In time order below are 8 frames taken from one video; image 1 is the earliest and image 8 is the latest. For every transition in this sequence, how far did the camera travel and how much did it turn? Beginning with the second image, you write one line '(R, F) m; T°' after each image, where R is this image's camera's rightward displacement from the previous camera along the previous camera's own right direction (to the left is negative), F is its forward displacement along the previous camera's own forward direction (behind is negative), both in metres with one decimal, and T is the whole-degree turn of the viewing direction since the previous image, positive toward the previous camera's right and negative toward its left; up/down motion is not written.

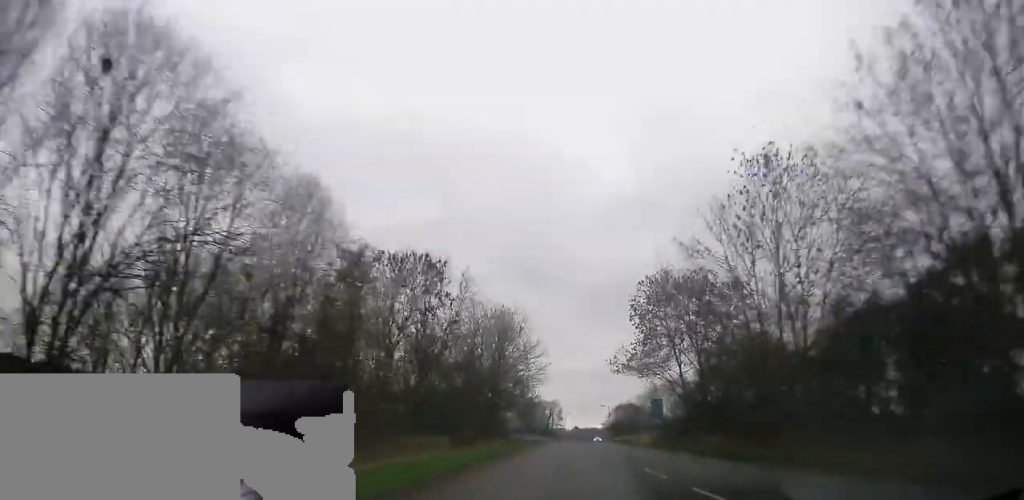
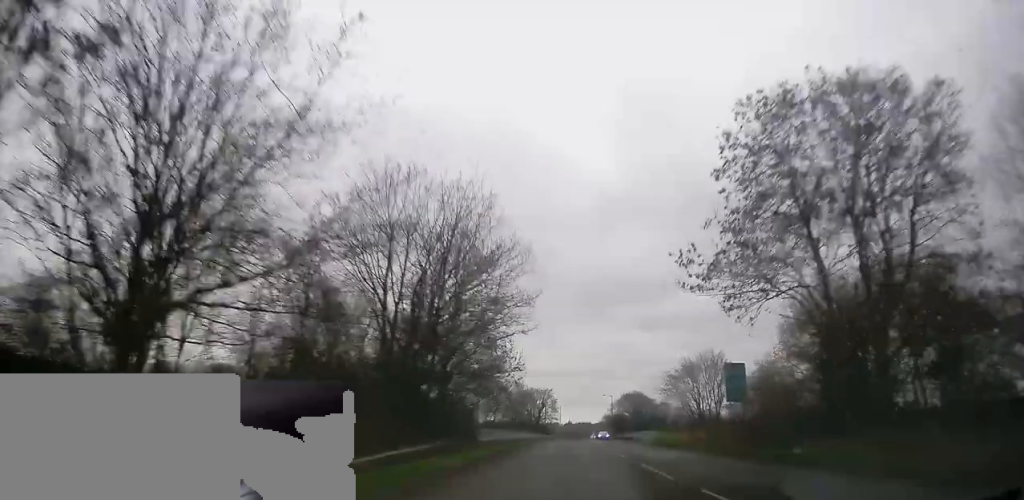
(+0.6, +26.0) m; +2°
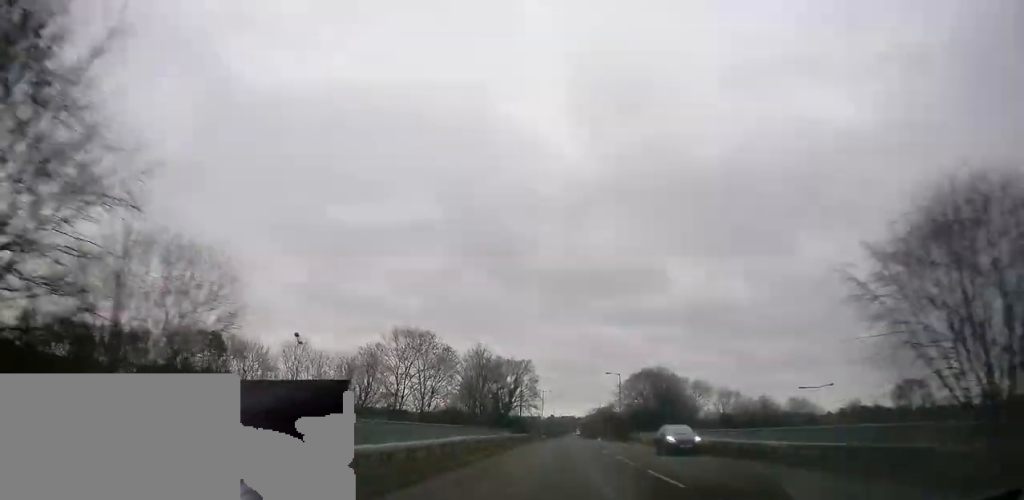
(+0.6, +44.3) m; +2°
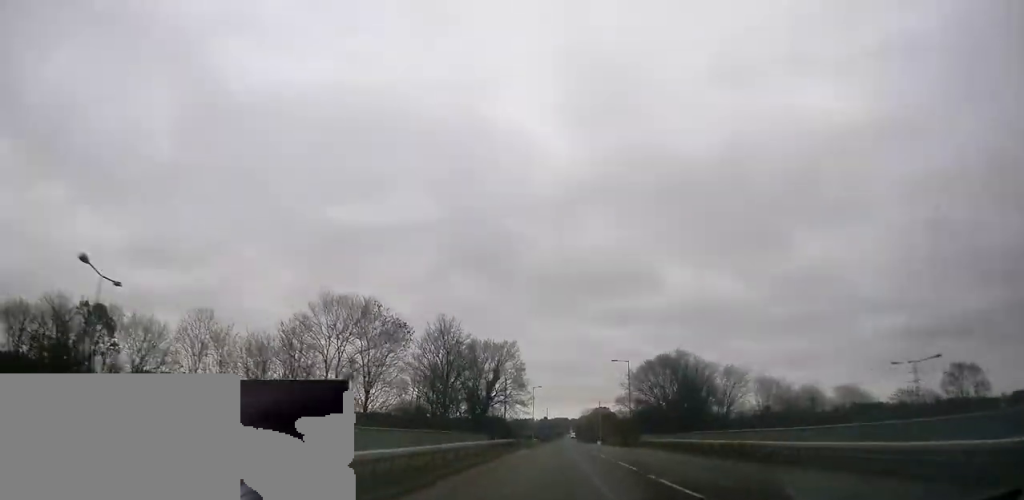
(+0.2, +18.8) m; +1°
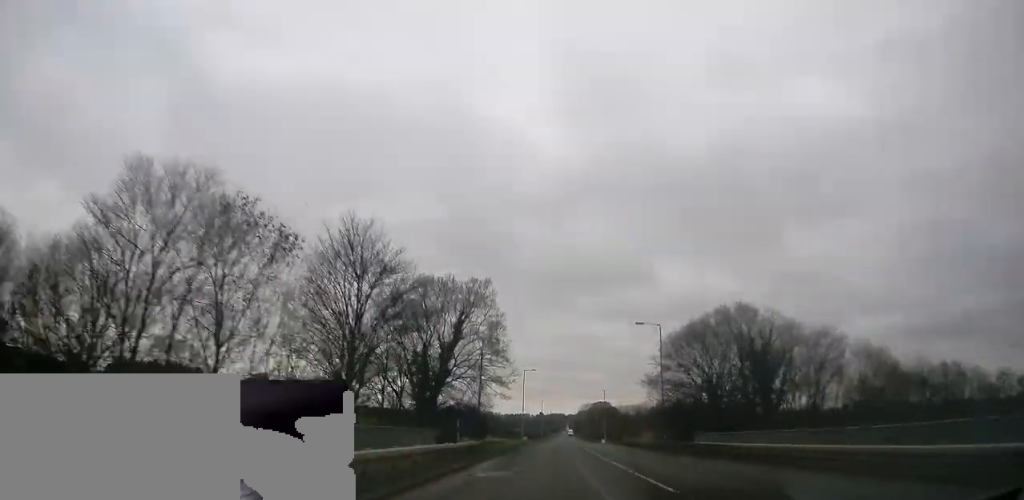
(0.0, +23.8) m; 0°
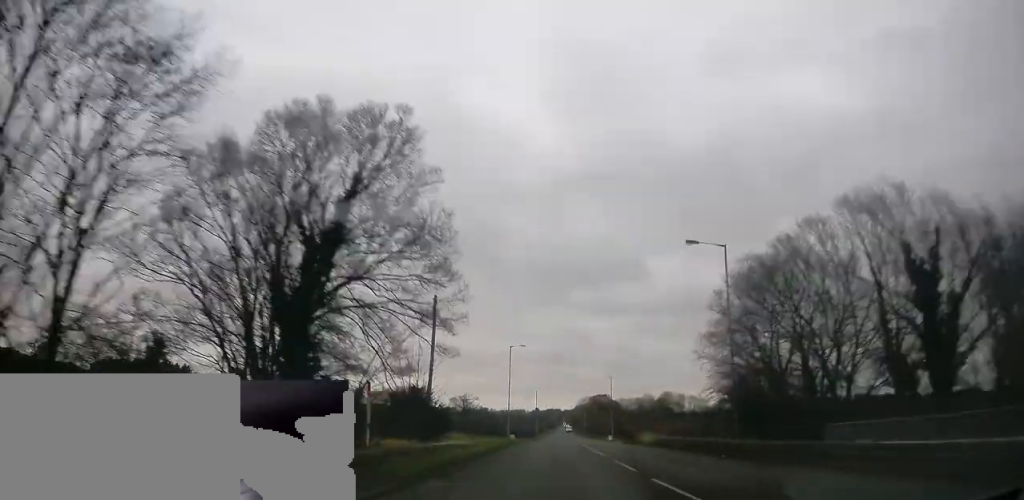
(-0.1, +20.9) m; 0°
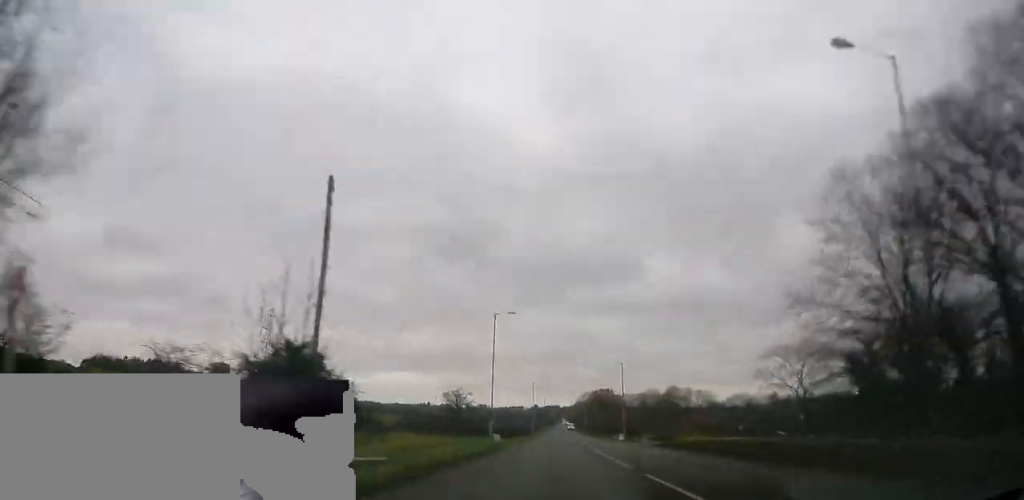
(+0.1, +16.9) m; 0°
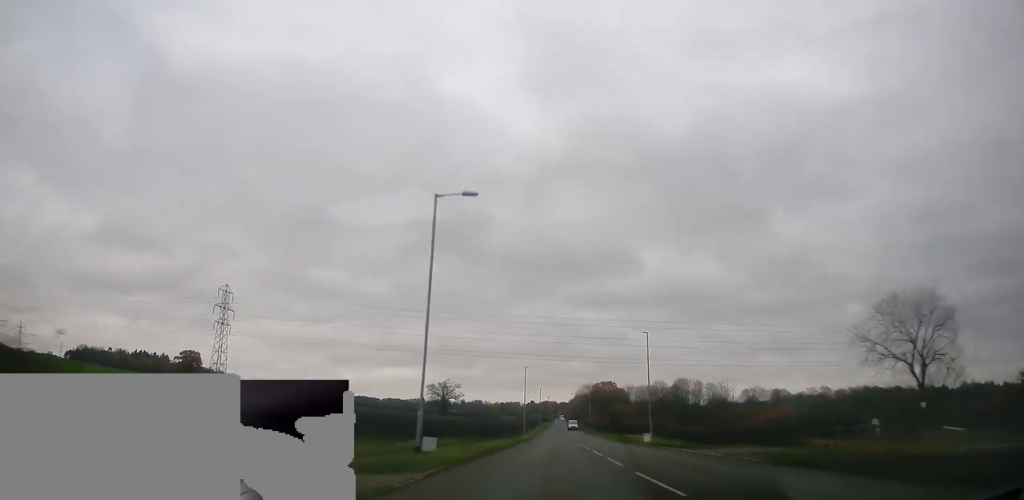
(0.0, +24.0) m; +1°
